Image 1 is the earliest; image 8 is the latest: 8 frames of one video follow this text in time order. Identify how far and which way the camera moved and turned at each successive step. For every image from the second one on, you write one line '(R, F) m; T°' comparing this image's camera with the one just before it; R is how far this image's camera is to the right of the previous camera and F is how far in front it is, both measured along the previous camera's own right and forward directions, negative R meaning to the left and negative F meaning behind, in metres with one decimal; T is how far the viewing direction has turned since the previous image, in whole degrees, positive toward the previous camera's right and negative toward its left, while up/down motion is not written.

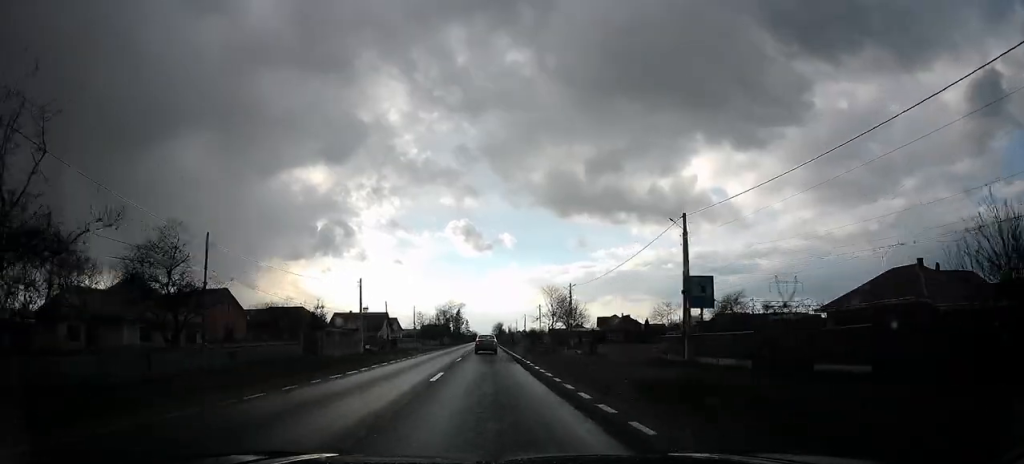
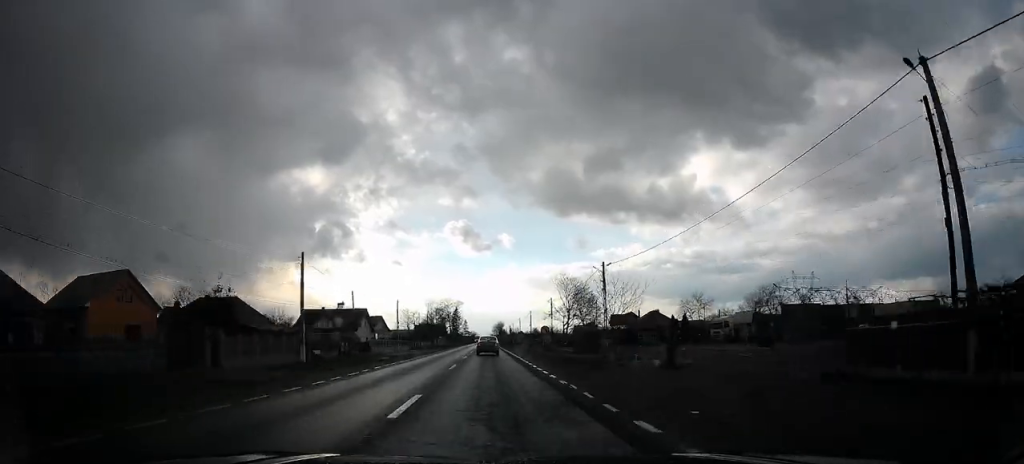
(-0.2, +17.9) m; 0°
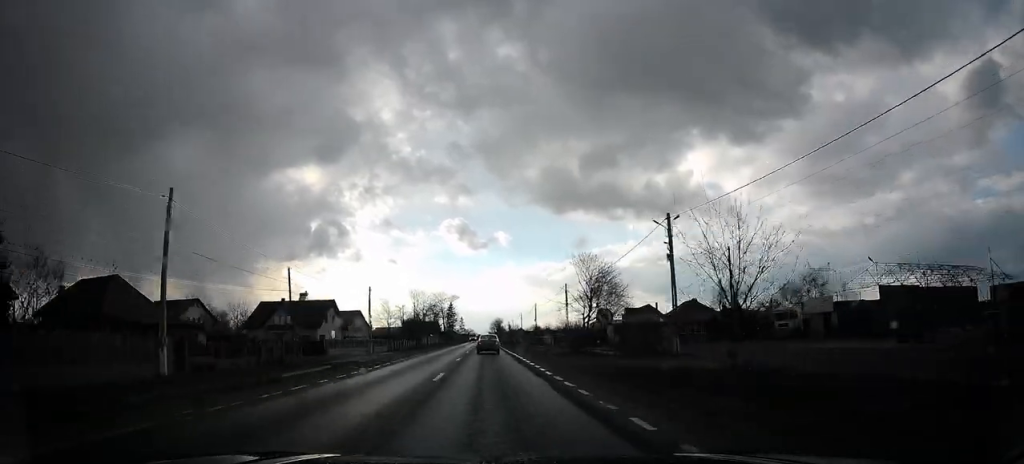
(-0.1, +17.1) m; 0°
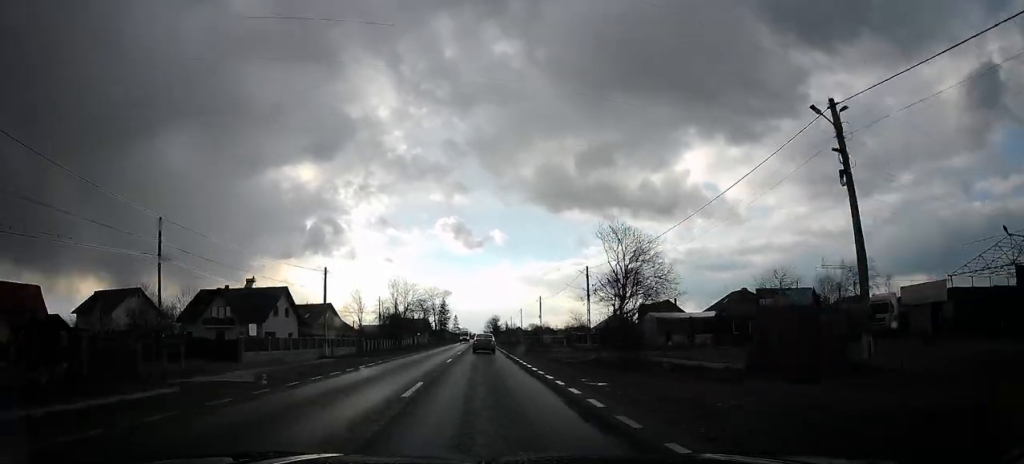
(+0.7, +15.7) m; 0°
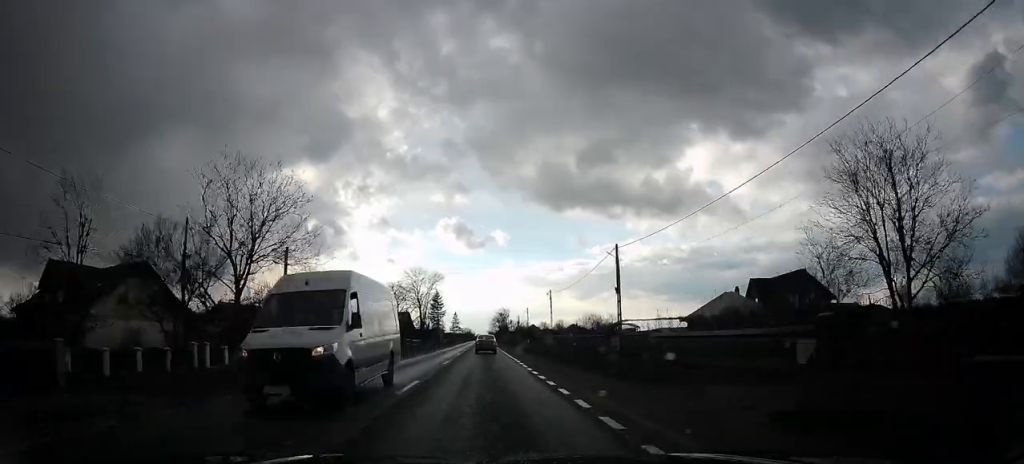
(-1.5, +49.1) m; 0°
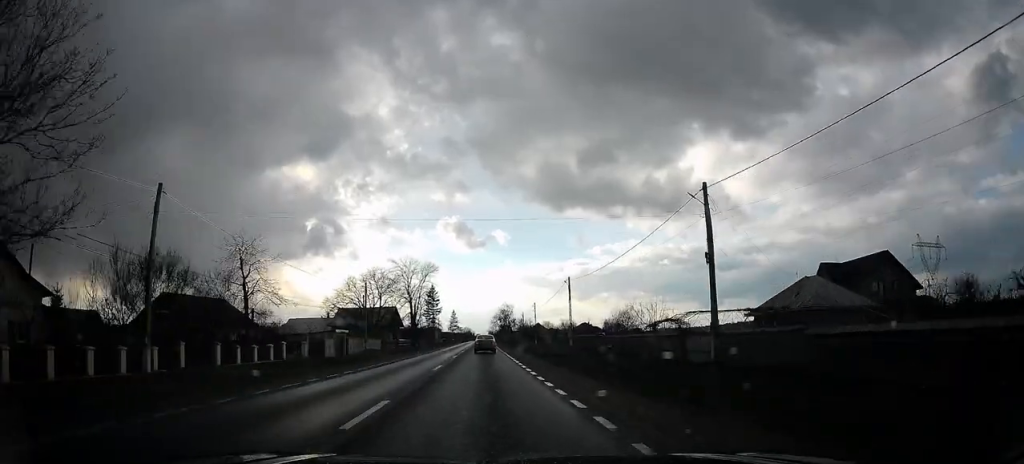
(+0.1, +16.5) m; +1°
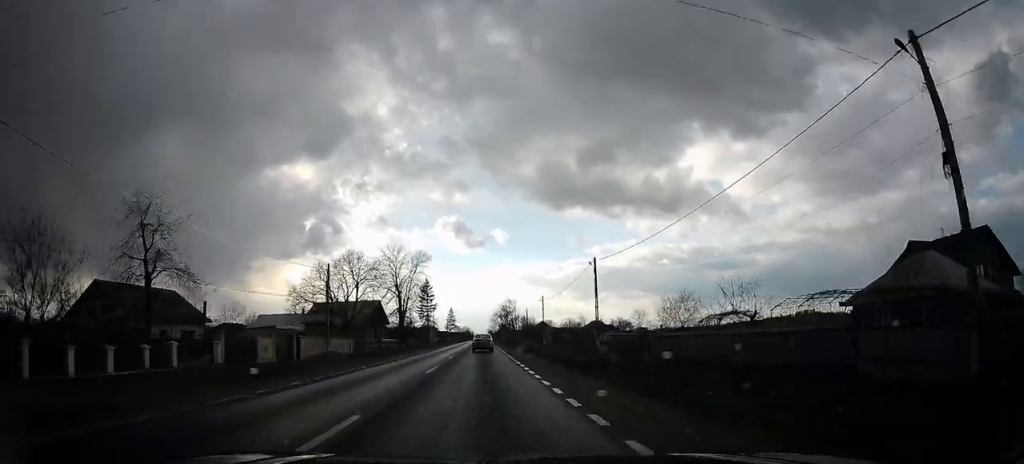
(+0.2, +14.5) m; +2°
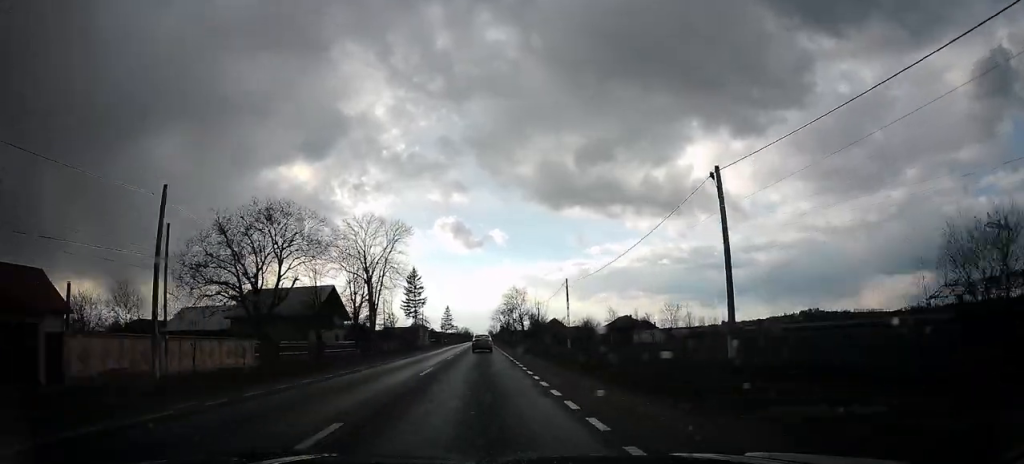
(+0.2, +25.5) m; -4°
